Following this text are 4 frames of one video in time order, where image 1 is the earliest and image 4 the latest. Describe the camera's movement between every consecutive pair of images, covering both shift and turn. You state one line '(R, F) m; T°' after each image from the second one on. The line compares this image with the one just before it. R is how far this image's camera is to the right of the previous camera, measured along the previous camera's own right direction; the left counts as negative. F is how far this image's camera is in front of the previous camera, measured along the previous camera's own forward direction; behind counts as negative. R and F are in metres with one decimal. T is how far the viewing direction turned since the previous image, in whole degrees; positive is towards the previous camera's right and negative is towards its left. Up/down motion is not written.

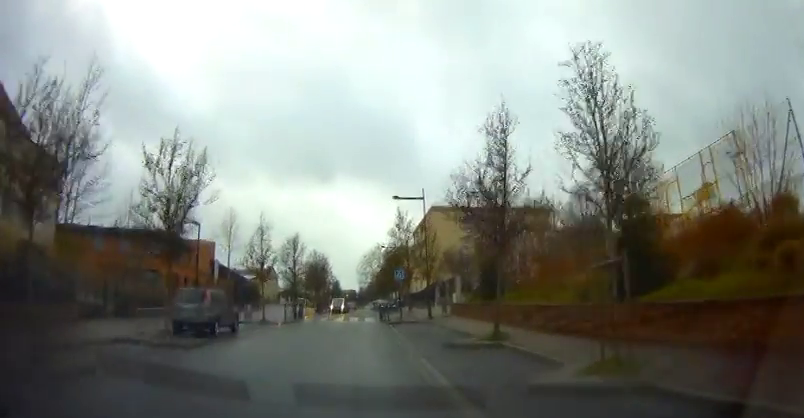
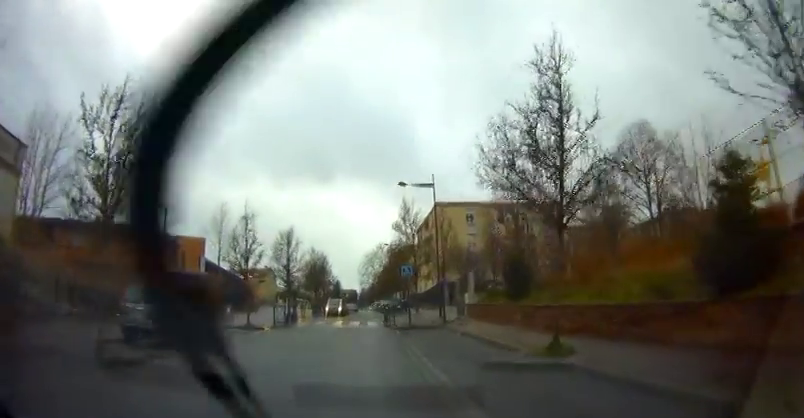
(0.0, +4.2) m; 0°
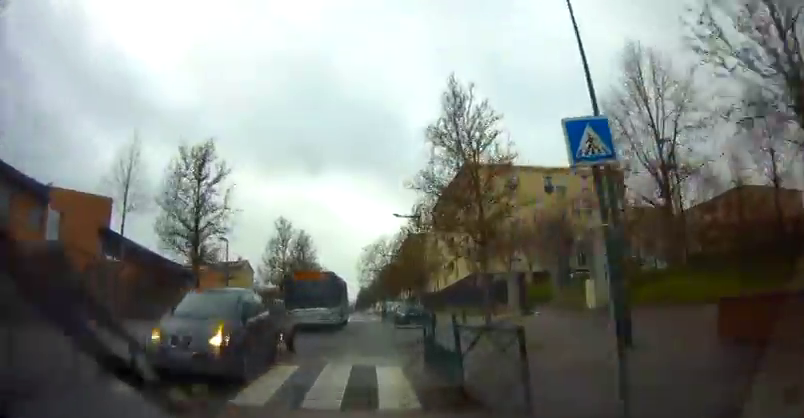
(0.0, +21.0) m; +1°
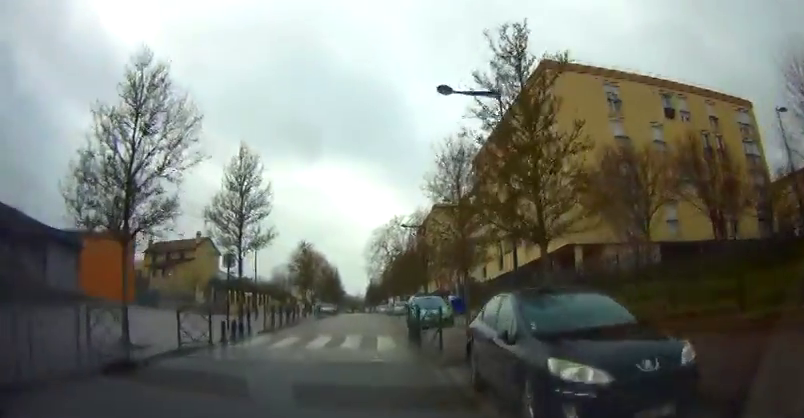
(-0.3, +24.1) m; 0°
